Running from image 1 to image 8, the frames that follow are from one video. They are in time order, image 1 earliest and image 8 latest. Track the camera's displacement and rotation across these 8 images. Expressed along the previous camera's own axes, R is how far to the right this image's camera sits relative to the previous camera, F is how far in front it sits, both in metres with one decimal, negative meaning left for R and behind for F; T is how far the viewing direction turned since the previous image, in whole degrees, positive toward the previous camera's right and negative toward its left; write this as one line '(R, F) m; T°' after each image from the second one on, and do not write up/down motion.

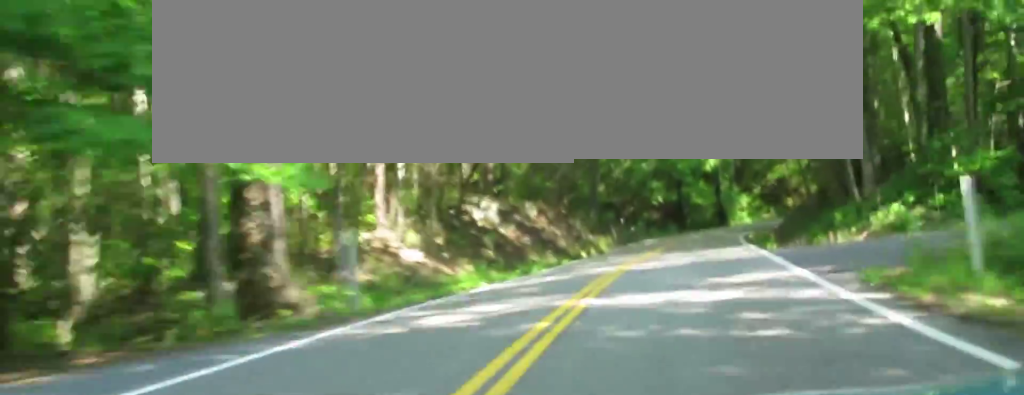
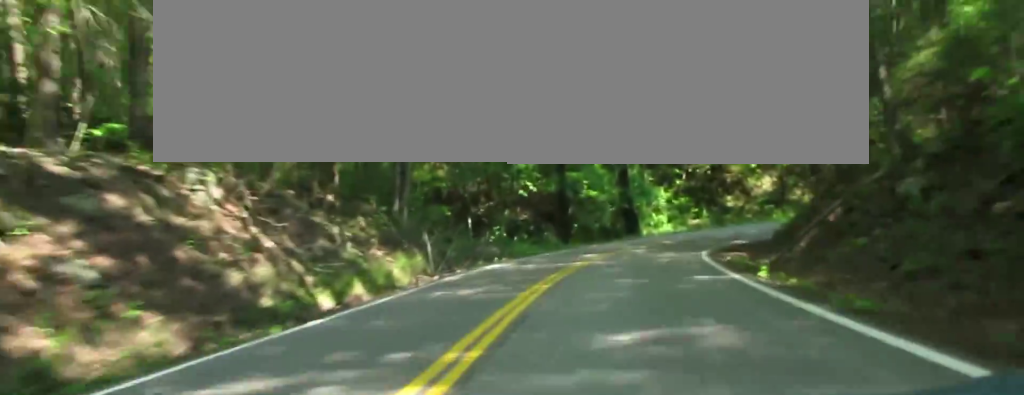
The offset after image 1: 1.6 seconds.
(+15.8, +17.6) m; +52°
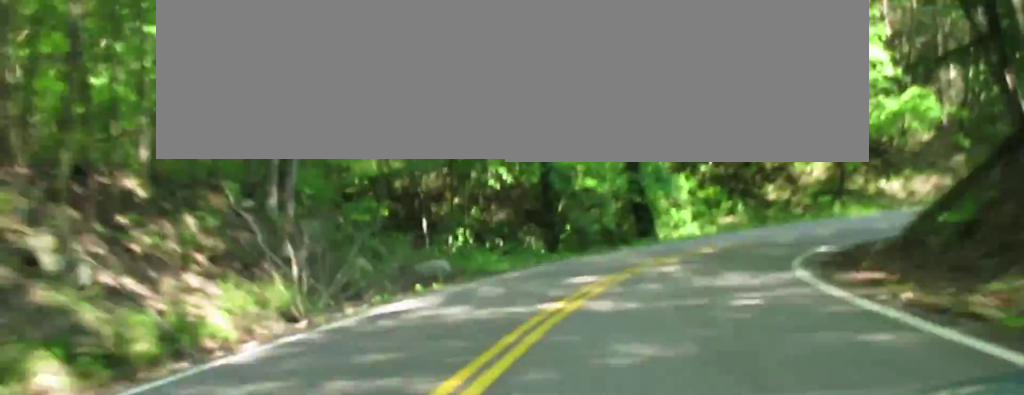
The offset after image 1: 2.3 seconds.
(+0.4, +11.8) m; -5°
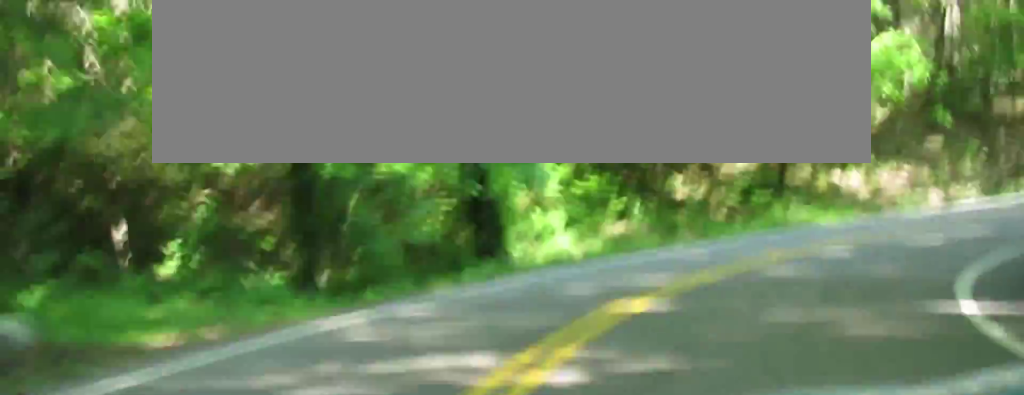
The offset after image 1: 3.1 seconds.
(-1.6, +15.3) m; -7°
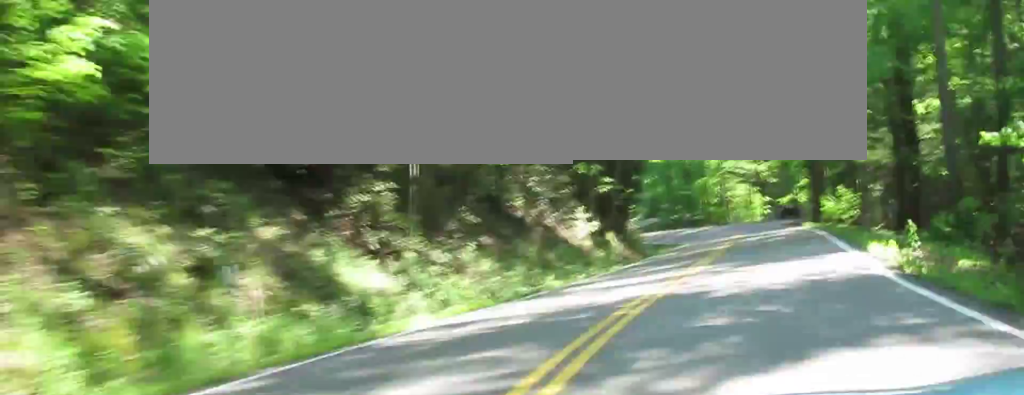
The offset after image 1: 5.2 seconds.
(-2.2, +42.0) m; -6°
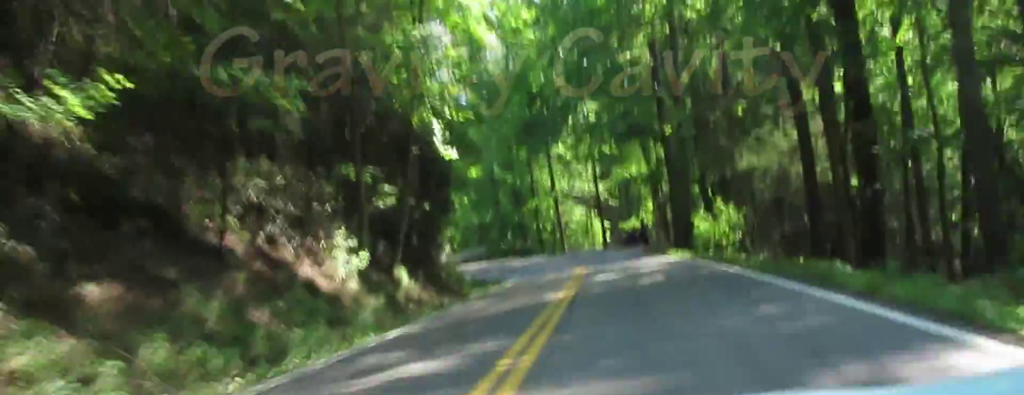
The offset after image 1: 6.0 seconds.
(-0.6, +18.1) m; -5°
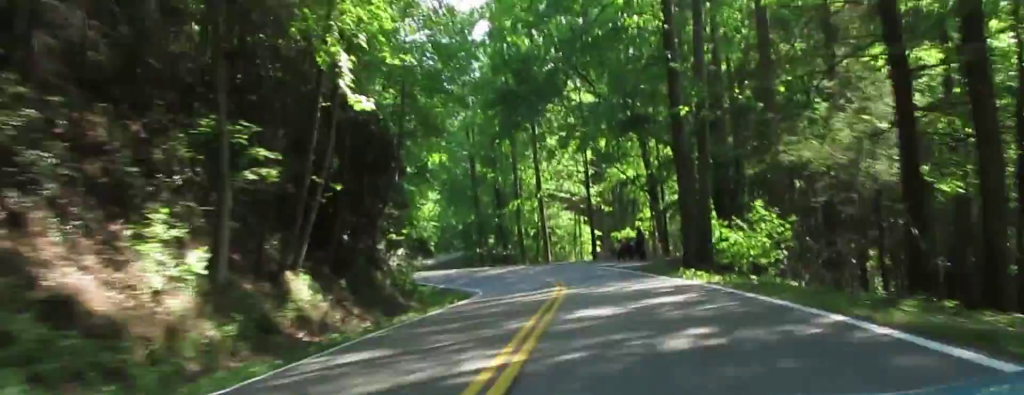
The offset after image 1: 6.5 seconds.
(-0.4, +11.4) m; -2°
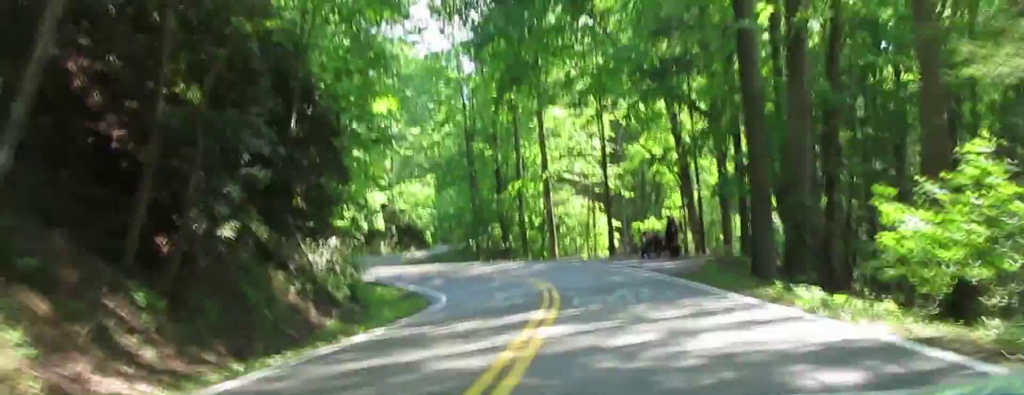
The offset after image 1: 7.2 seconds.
(-1.1, +14.1) m; 0°
